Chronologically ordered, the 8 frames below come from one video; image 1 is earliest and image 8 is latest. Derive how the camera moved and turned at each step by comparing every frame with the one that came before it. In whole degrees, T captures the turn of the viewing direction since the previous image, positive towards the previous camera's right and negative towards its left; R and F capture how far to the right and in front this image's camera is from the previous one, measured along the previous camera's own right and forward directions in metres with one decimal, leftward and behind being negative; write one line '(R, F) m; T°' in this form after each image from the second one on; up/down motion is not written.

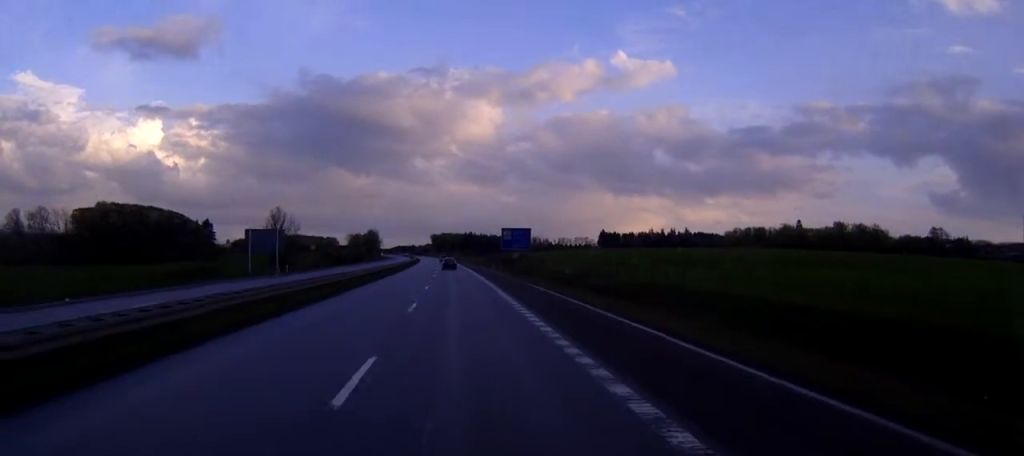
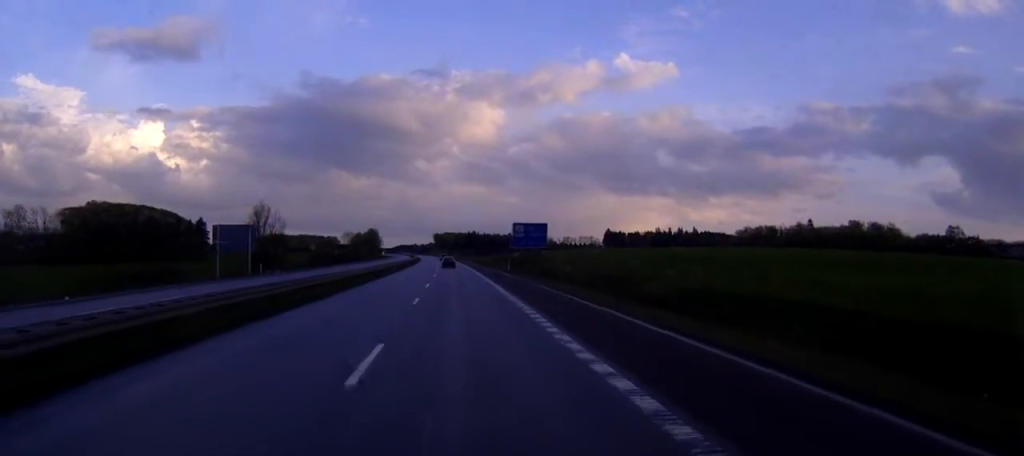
(0.0, +13.6) m; 0°
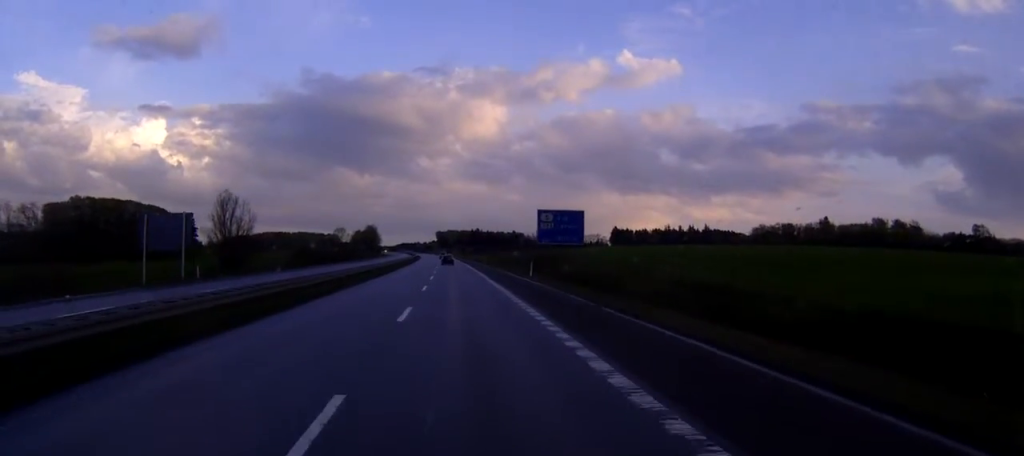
(0.0, +20.5) m; 0°
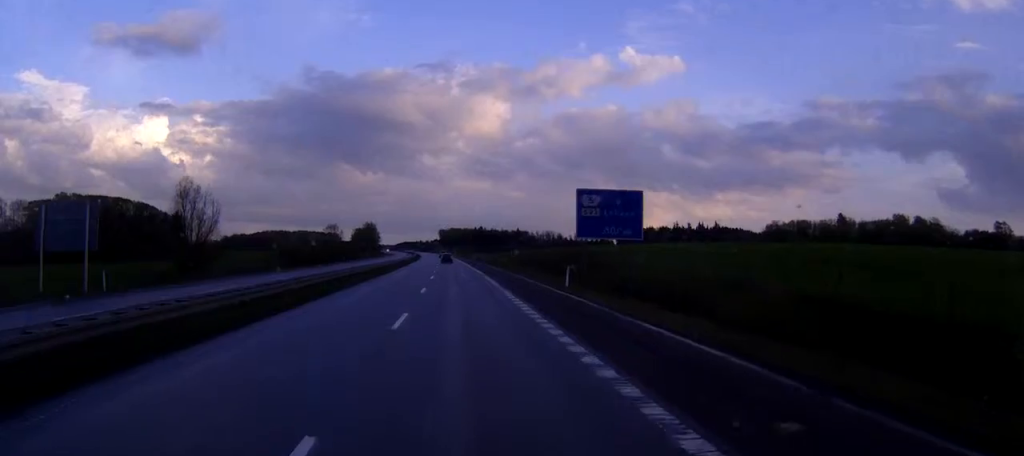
(0.0, +17.0) m; 0°
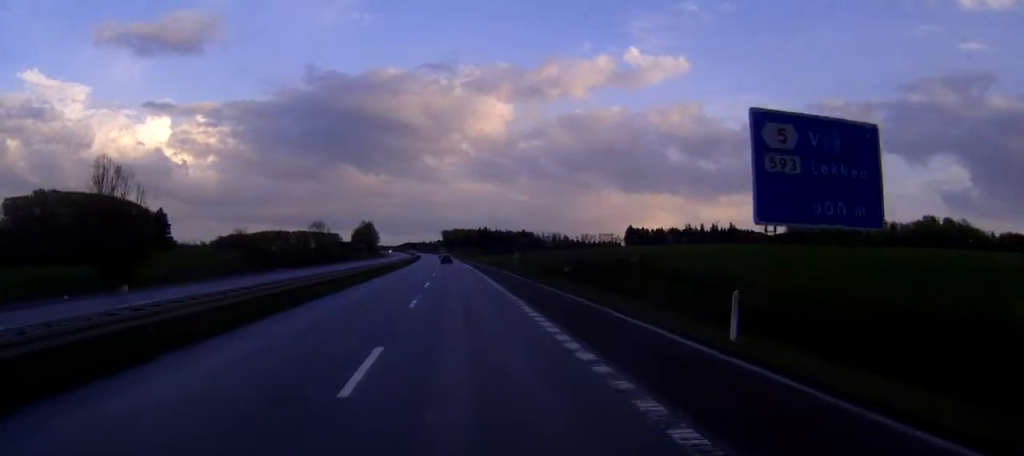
(-0.1, +23.0) m; 0°
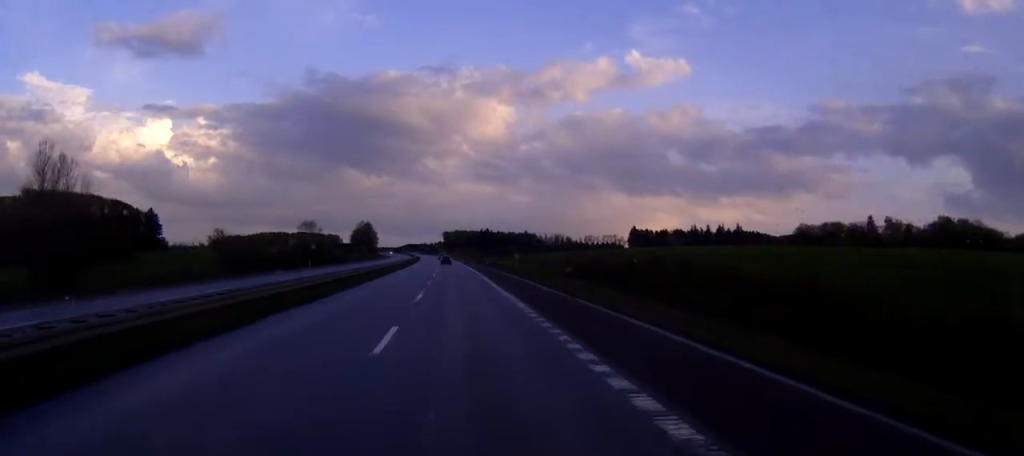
(0.0, +11.1) m; 0°
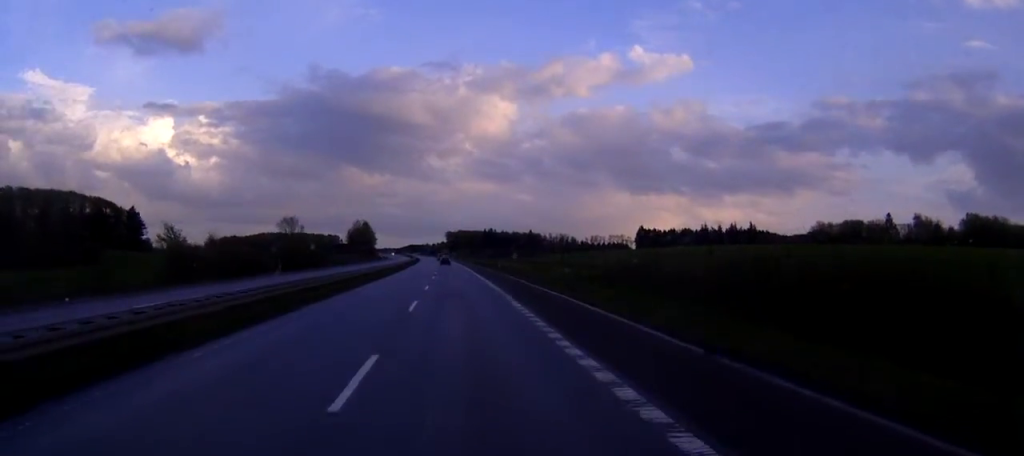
(0.0, +19.6) m; 0°
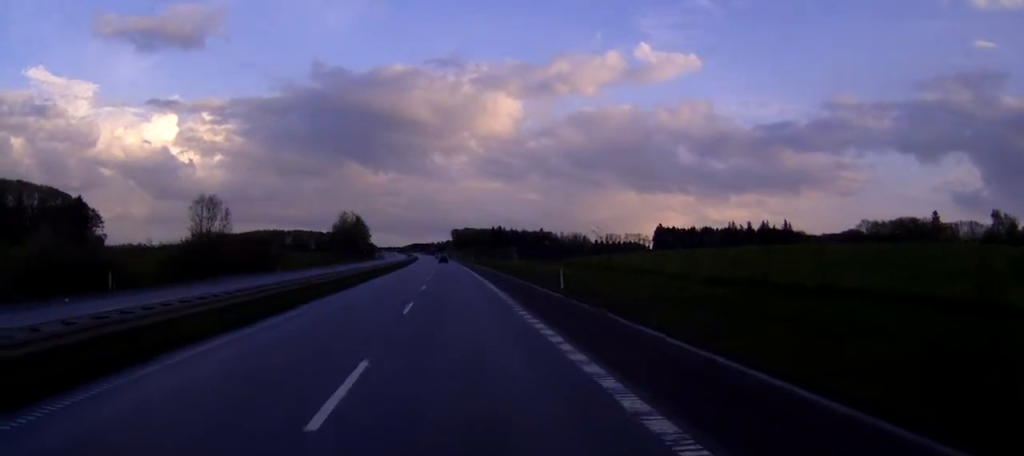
(-0.2, +45.9) m; 0°
